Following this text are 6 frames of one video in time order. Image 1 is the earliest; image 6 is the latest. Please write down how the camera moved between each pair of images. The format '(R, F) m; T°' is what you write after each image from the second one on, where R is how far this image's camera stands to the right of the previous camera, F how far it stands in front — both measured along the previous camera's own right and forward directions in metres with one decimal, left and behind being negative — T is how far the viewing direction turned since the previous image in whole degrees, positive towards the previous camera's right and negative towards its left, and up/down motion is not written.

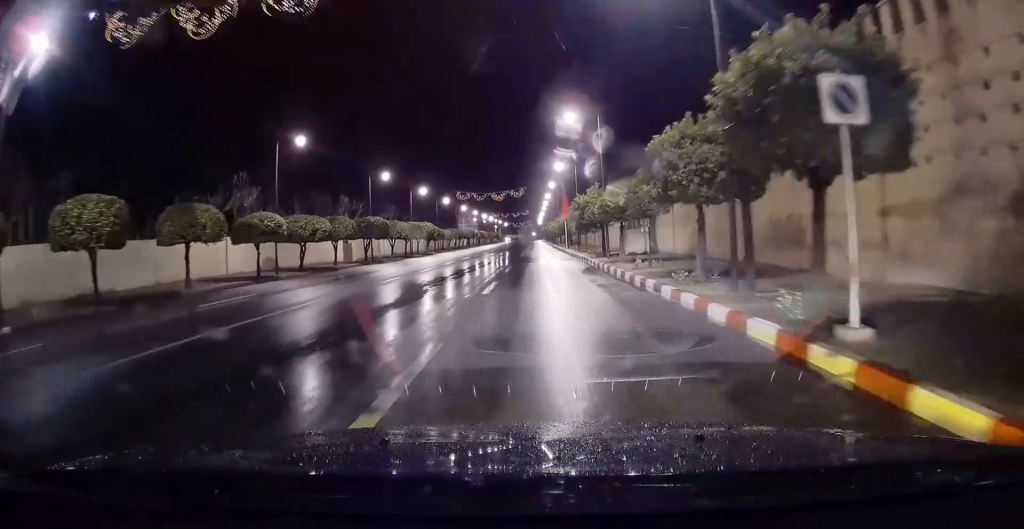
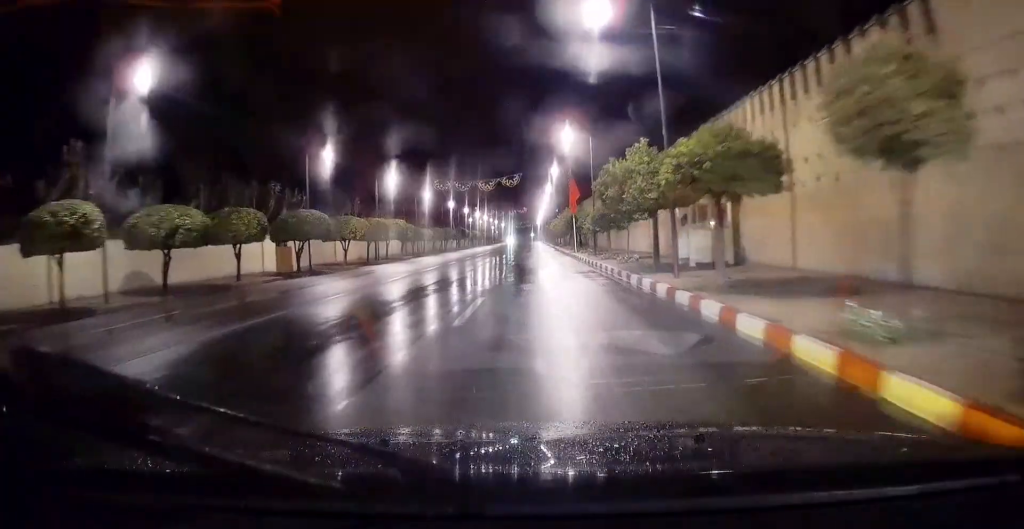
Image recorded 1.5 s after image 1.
(+0.6, +16.6) m; +5°
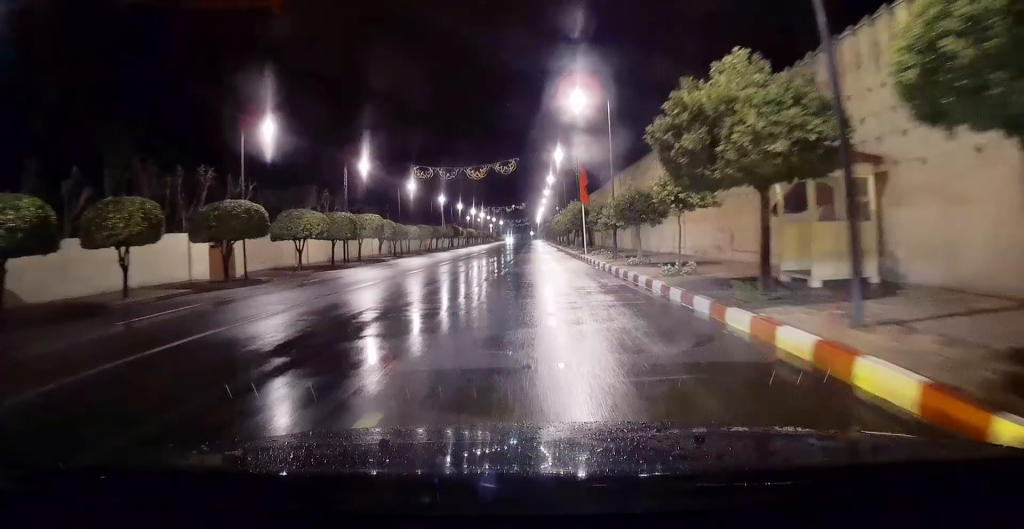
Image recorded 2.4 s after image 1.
(+0.2, +10.0) m; 0°
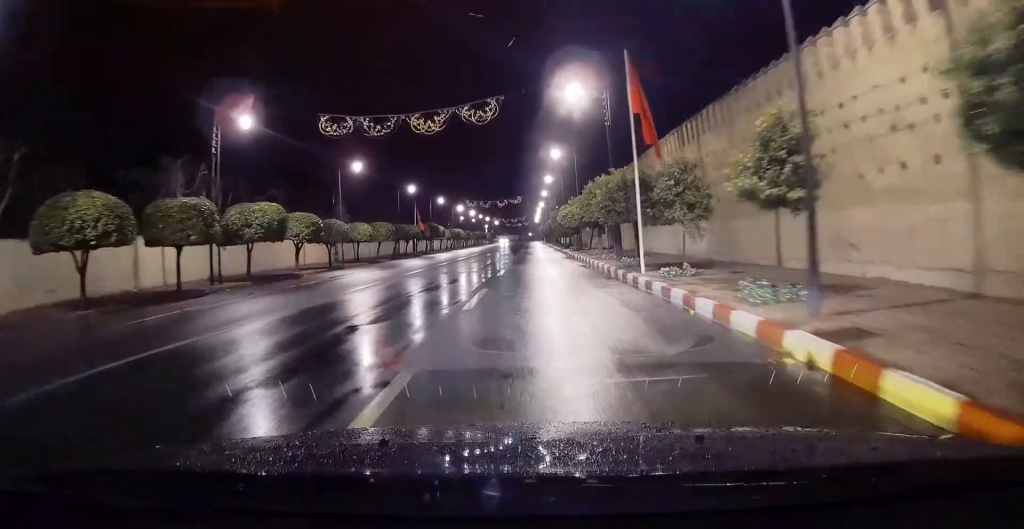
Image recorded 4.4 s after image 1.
(-0.4, +21.7) m; -1°
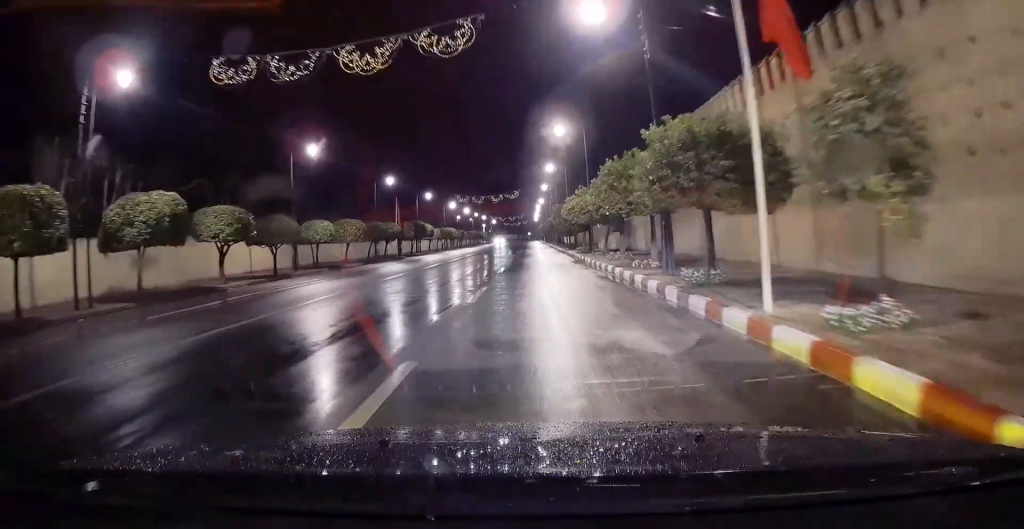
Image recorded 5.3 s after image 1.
(0.0, +10.2) m; 0°
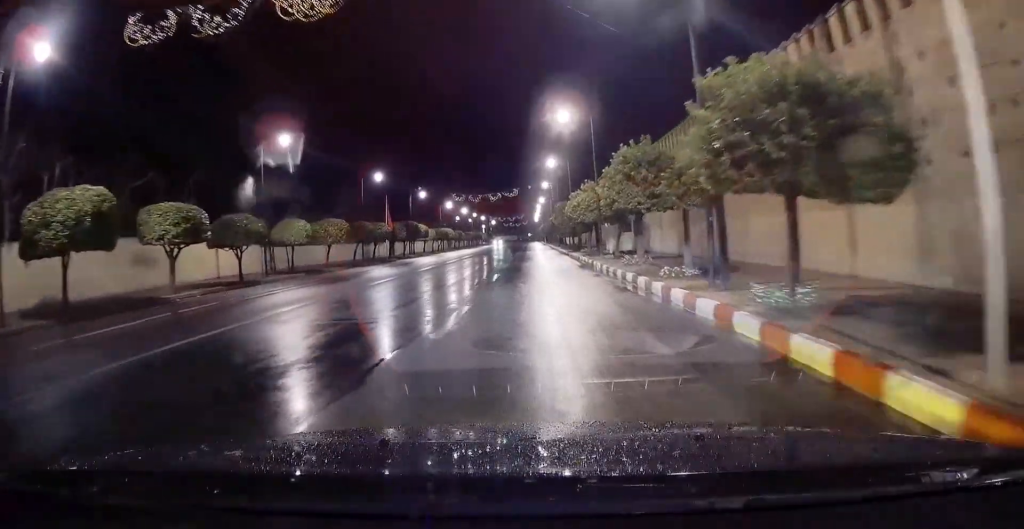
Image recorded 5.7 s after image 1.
(0.0, +4.7) m; 0°
